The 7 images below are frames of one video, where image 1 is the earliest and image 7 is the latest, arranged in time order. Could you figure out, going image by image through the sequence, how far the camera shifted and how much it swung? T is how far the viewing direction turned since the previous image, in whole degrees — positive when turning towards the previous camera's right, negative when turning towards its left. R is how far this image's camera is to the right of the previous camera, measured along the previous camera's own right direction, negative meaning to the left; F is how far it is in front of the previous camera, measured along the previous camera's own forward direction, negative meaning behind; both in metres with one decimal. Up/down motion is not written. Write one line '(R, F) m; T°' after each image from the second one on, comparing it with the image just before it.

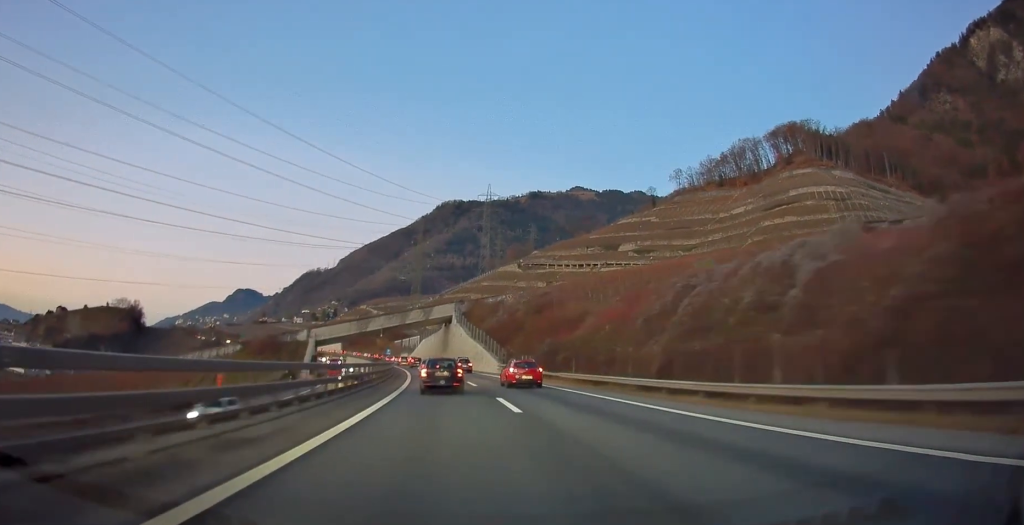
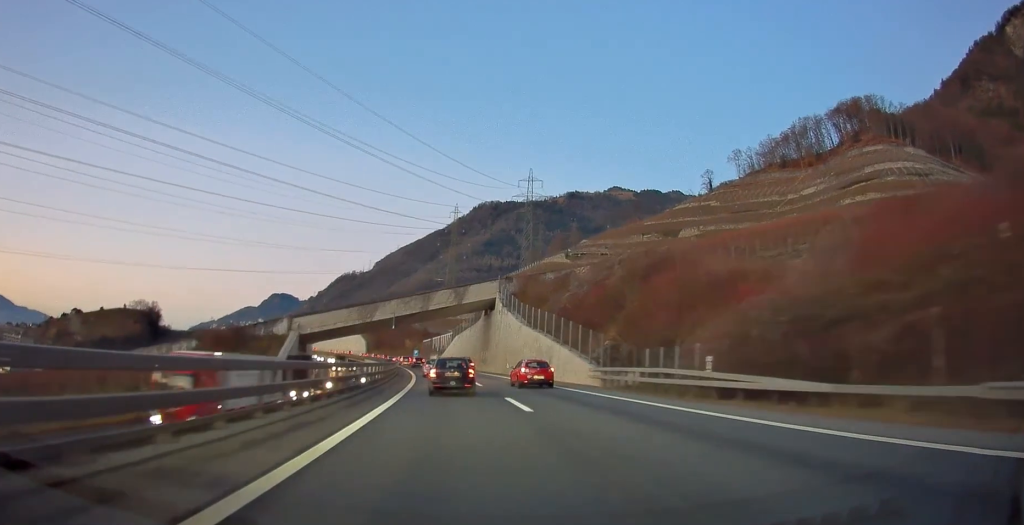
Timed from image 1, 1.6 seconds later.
(-1.5, +37.4) m; -4°
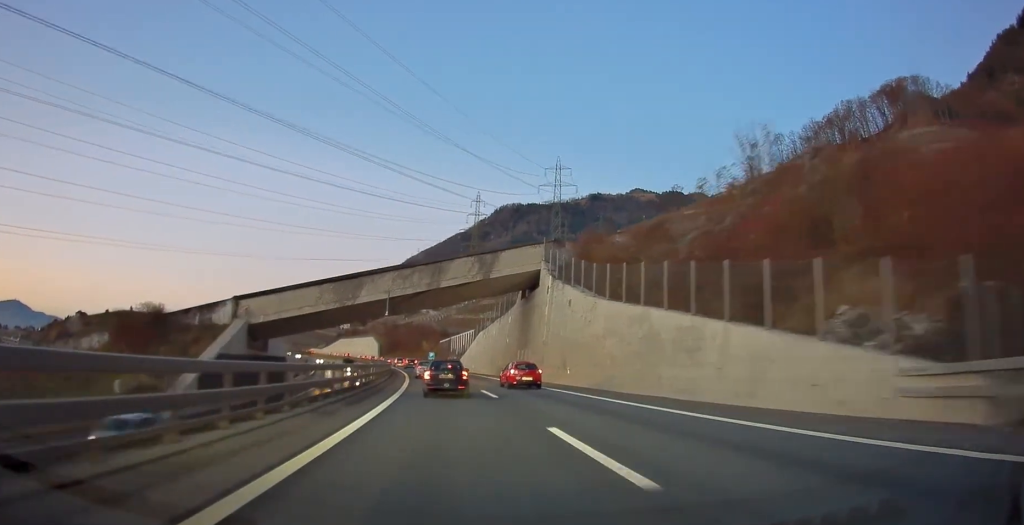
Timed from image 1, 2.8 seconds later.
(-0.7, +28.8) m; -3°
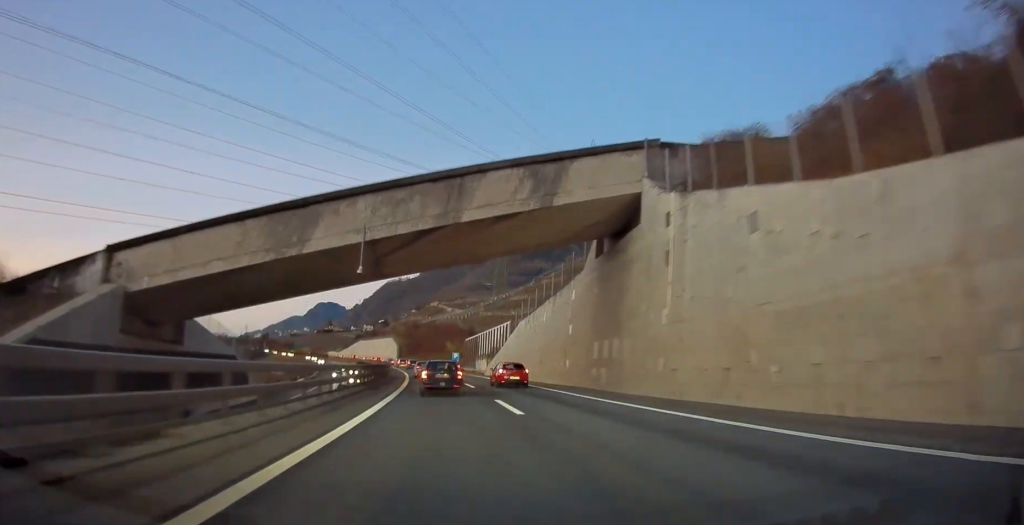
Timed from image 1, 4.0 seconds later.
(-0.5, +26.6) m; -3°
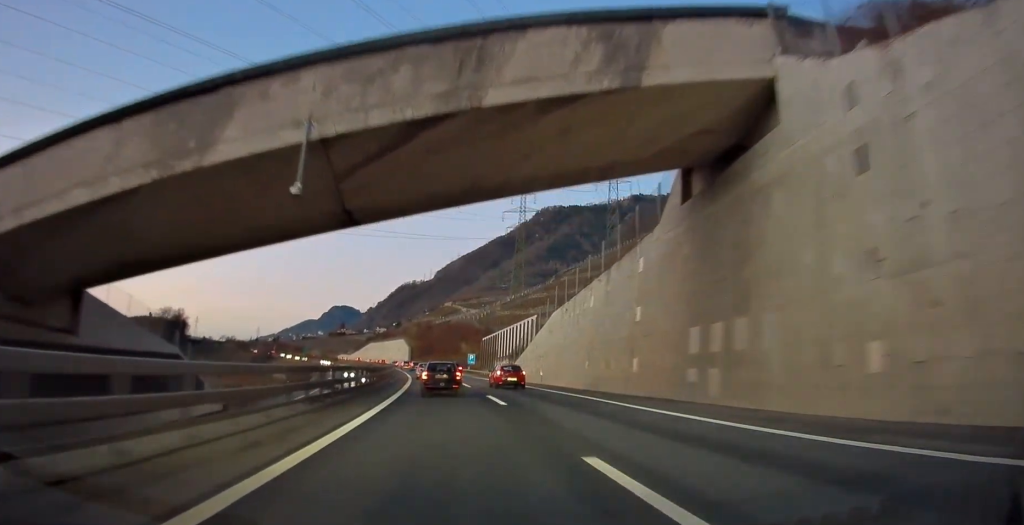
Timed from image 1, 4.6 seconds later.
(-0.2, +14.1) m; -1°
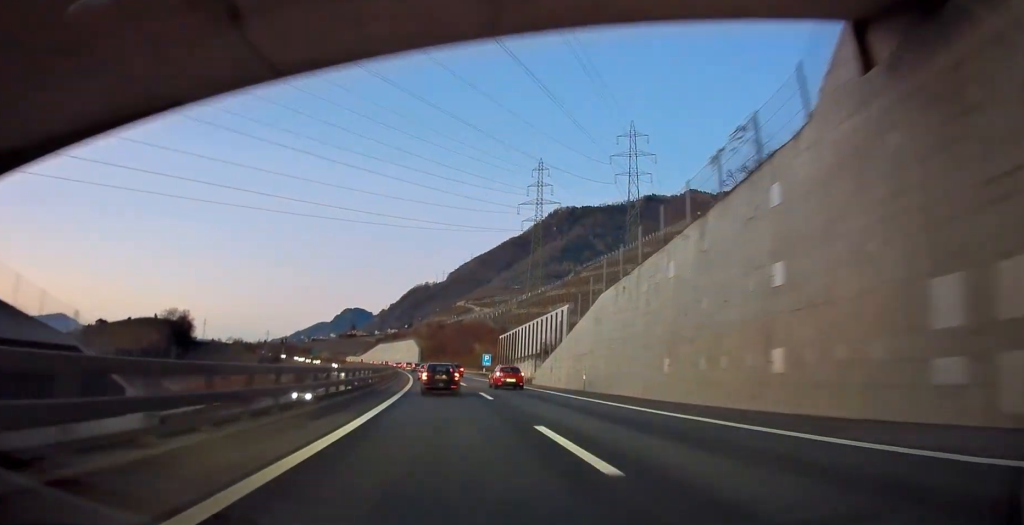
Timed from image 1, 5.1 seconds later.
(-0.1, +11.8) m; -1°
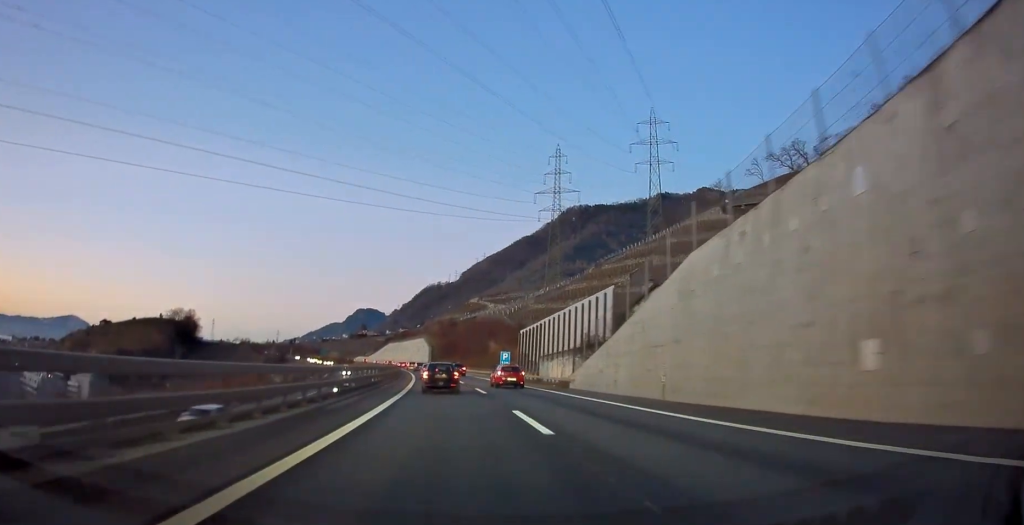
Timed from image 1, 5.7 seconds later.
(-0.1, +13.3) m; -1°
